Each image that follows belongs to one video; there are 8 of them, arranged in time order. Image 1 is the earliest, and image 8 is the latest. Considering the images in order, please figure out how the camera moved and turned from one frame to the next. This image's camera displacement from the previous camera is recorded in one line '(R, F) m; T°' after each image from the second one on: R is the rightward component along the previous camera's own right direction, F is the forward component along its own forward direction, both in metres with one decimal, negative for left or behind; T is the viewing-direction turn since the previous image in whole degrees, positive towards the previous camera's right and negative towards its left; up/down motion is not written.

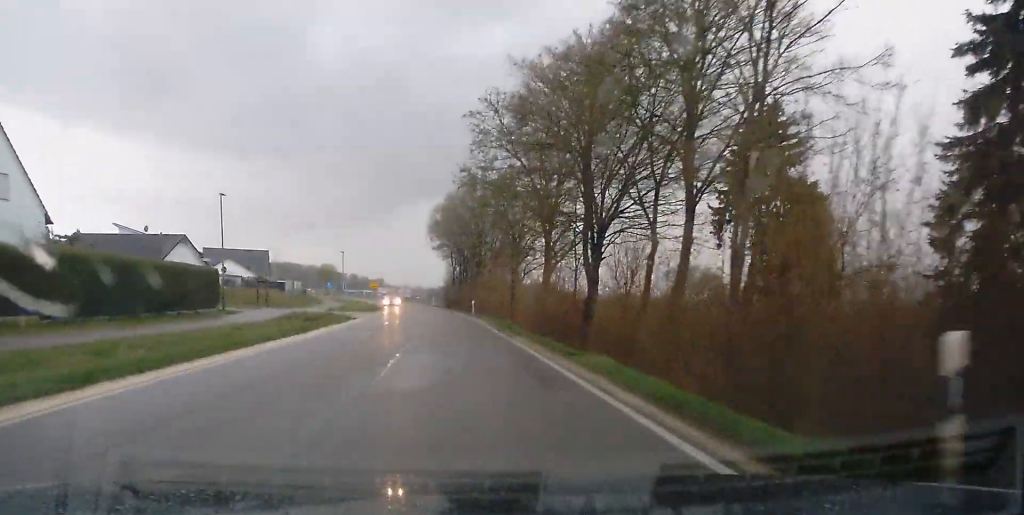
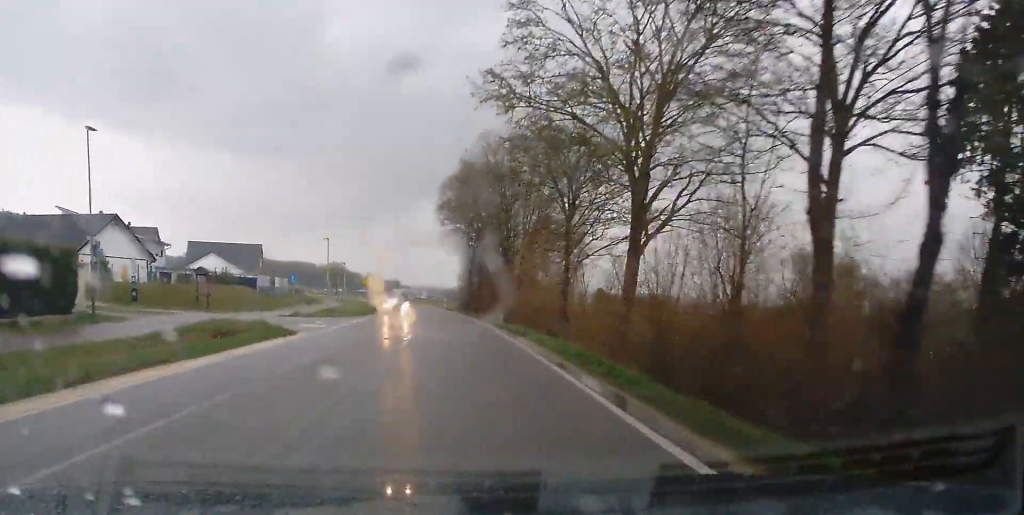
(-0.1, +19.7) m; -2°
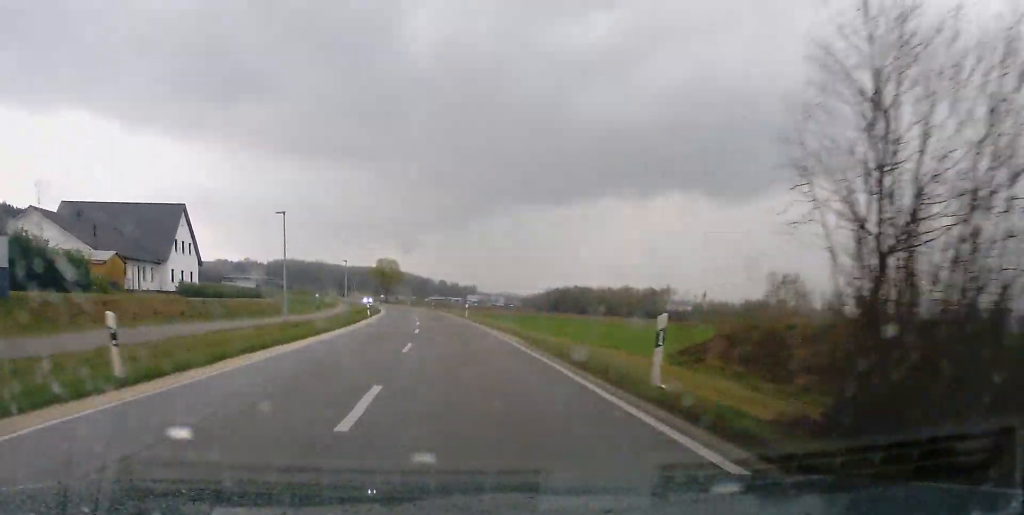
(-5.0, +79.2) m; -6°
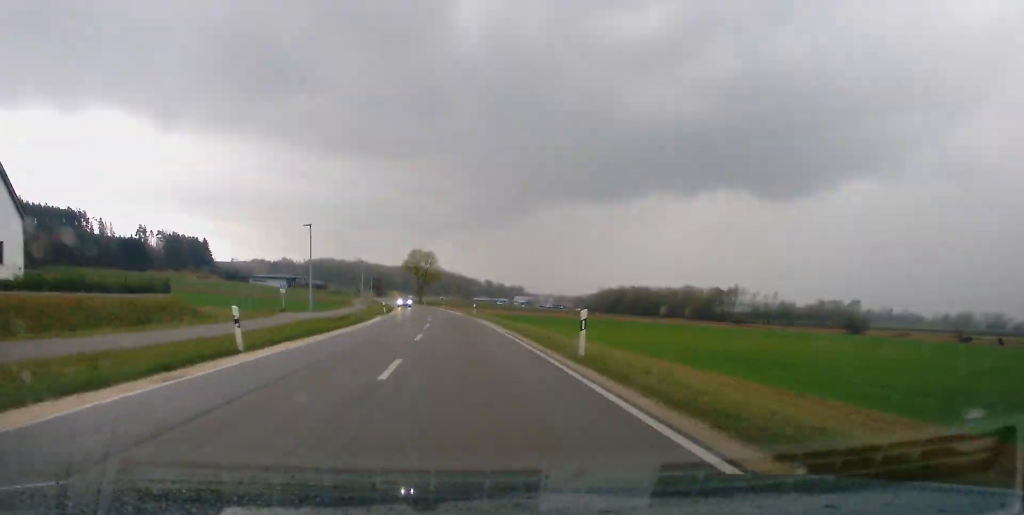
(-1.1, +44.2) m; -3°
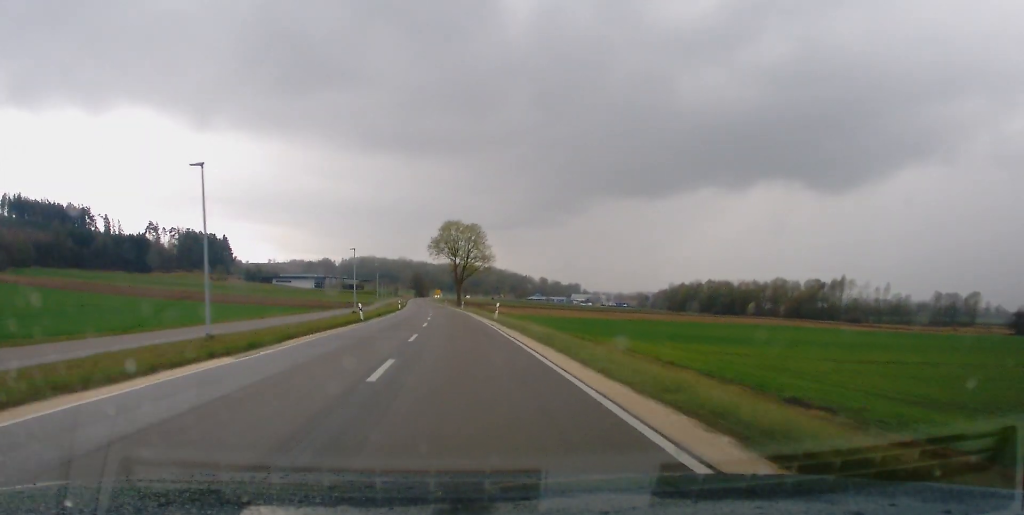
(-2.2, +70.1) m; -3°
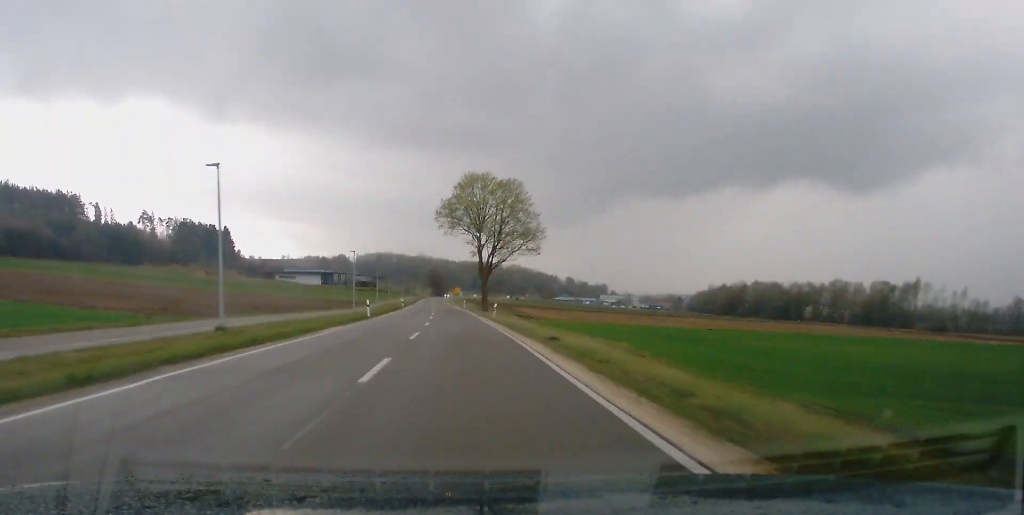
(-0.6, +47.0) m; -2°
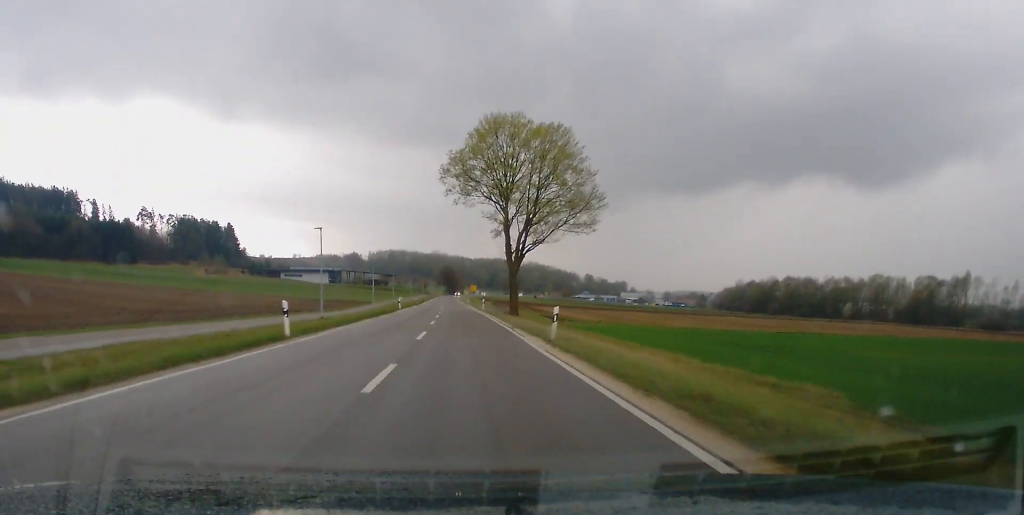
(+0.1, +25.3) m; -1°
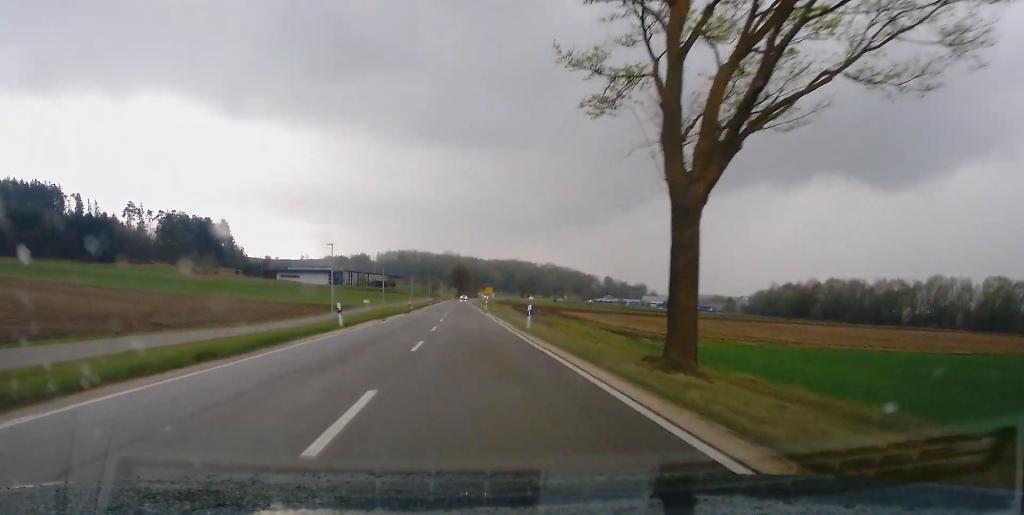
(-0.9, +39.6) m; -1°
